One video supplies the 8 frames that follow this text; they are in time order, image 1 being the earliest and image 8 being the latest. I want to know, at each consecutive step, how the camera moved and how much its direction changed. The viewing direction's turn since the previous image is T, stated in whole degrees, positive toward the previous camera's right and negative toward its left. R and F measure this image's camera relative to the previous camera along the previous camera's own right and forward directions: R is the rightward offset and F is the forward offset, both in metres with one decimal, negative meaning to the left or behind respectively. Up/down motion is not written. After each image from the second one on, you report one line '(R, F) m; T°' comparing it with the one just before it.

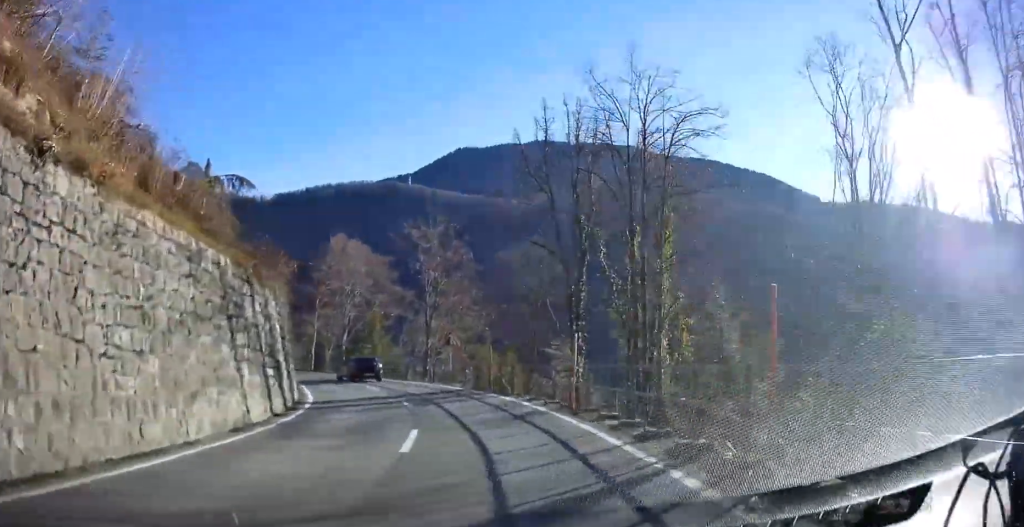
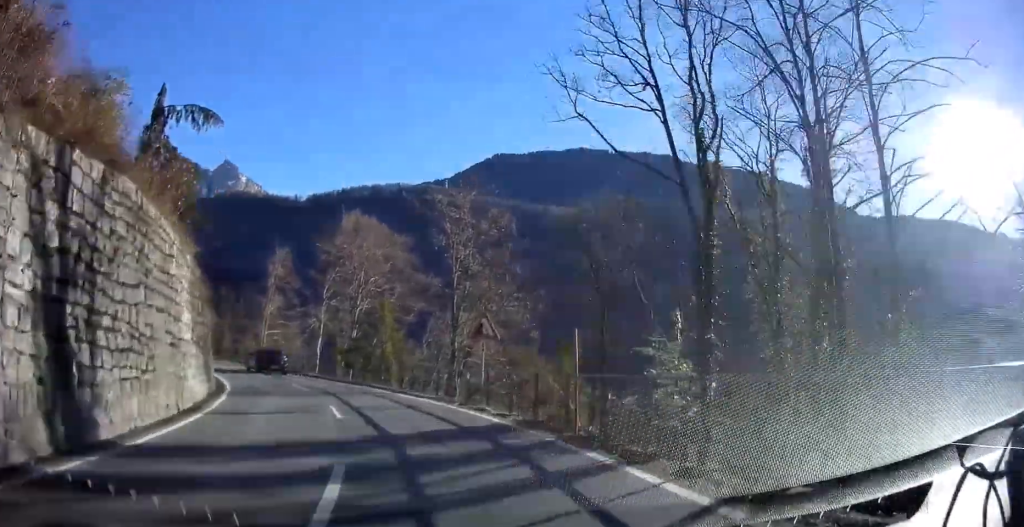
(+0.3, +13.0) m; -1°
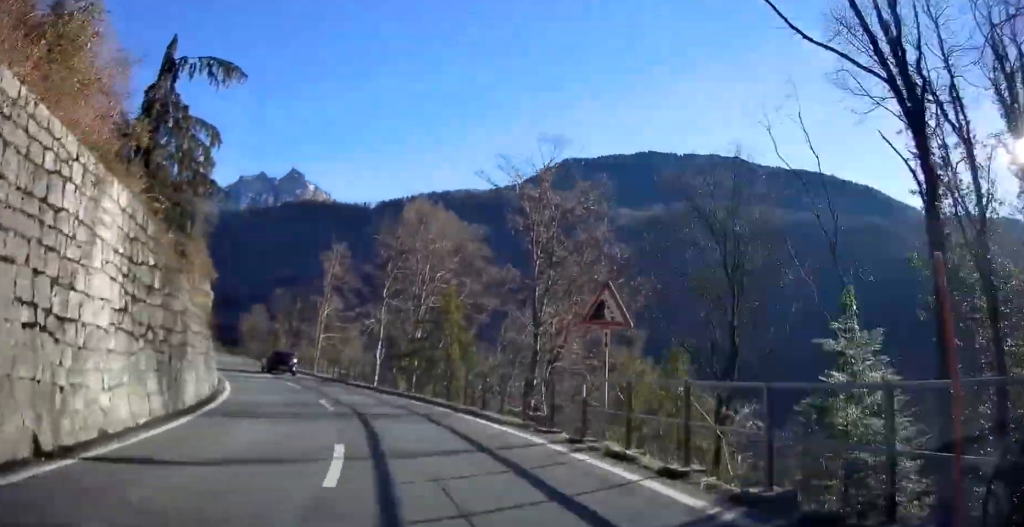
(-0.1, +7.4) m; -4°
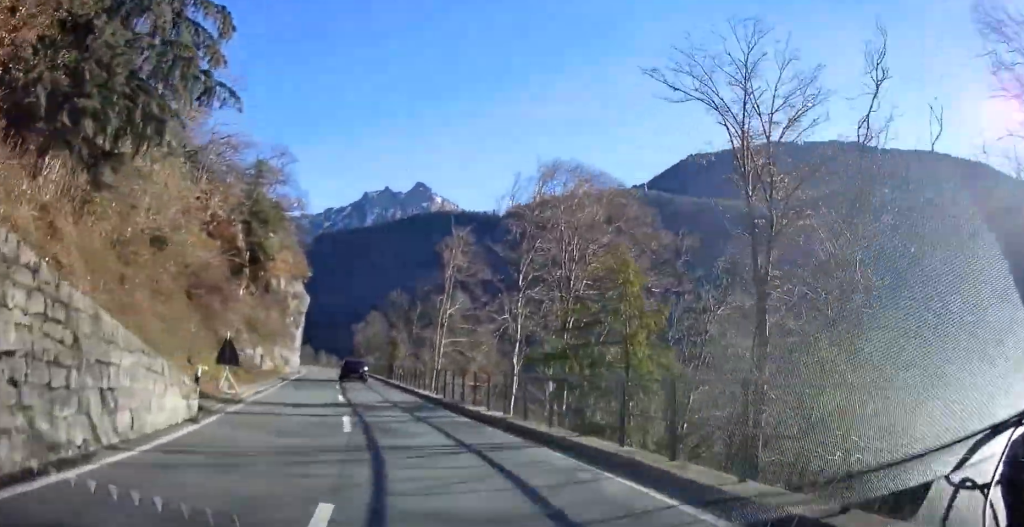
(-0.8, +12.7) m; -10°
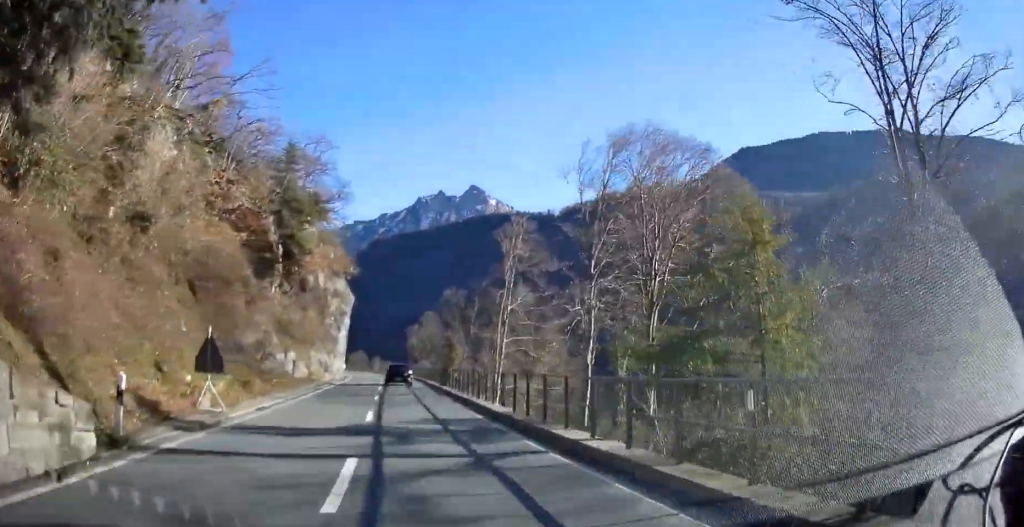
(-0.5, +5.8) m; -5°
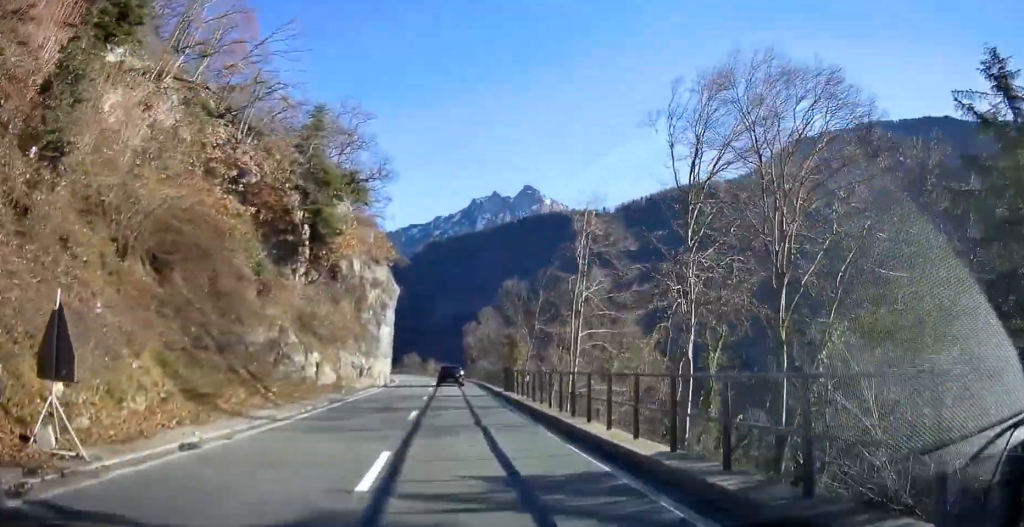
(-0.5, +8.1) m; -5°
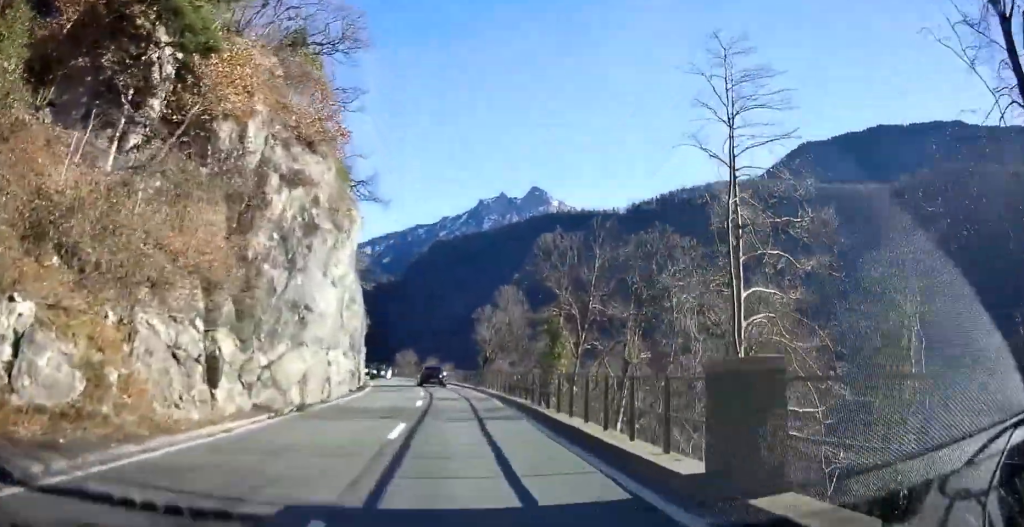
(-1.7, +21.2) m; -6°
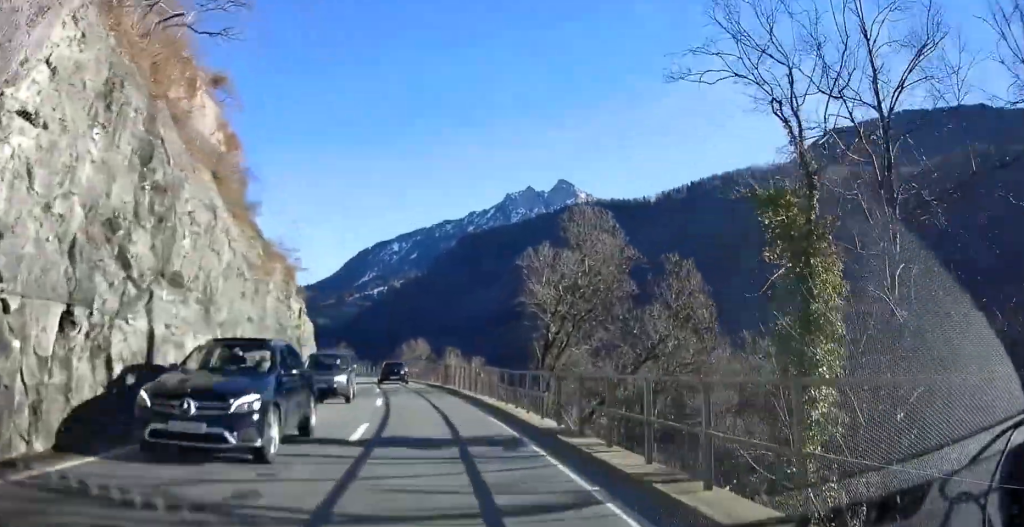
(0.0, +27.2) m; -2°
